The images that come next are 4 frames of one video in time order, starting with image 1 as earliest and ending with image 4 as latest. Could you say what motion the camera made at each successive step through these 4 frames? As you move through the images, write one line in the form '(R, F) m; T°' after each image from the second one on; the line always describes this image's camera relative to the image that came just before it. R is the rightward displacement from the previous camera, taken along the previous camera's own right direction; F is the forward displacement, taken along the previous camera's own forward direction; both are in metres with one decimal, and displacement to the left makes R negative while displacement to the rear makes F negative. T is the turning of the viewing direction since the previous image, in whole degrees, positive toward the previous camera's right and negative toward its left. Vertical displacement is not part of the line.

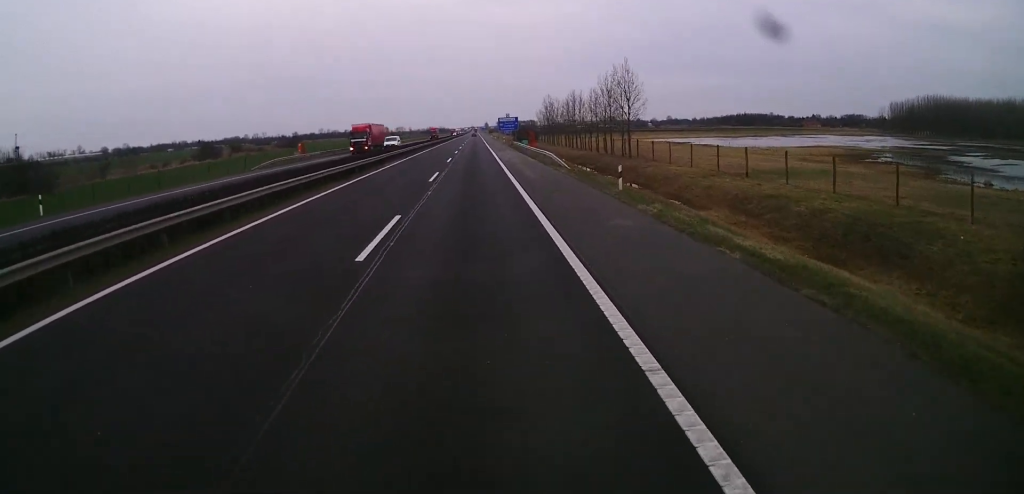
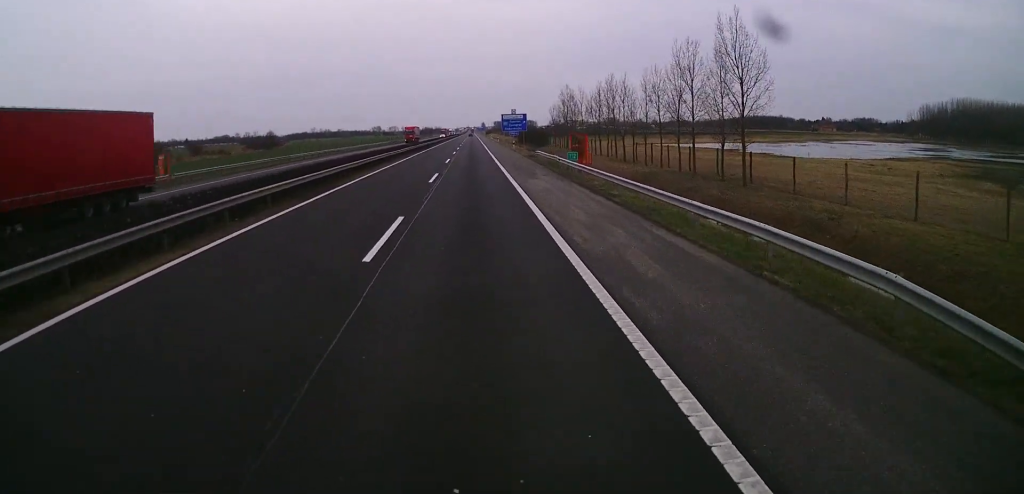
(+0.1, +36.1) m; 0°
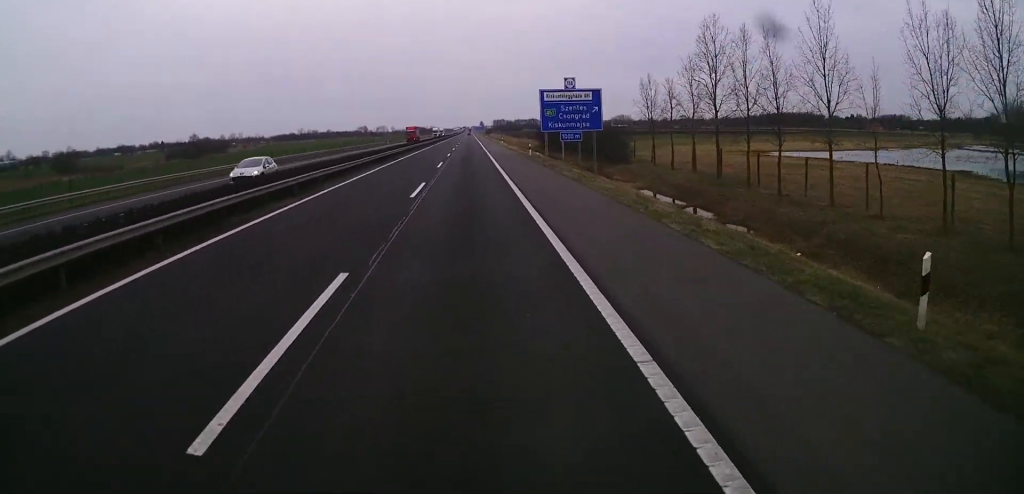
(-0.2, +80.3) m; 0°
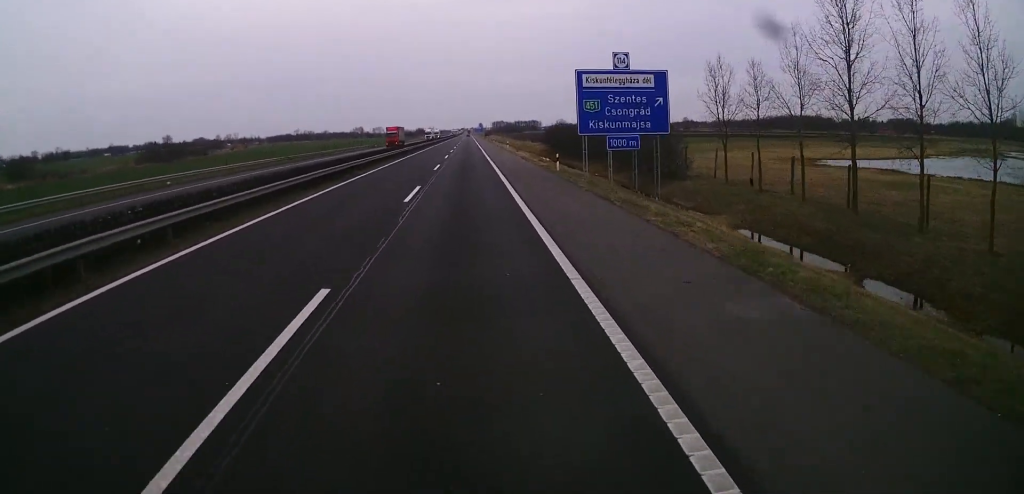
(-0.1, +19.3) m; 0°
